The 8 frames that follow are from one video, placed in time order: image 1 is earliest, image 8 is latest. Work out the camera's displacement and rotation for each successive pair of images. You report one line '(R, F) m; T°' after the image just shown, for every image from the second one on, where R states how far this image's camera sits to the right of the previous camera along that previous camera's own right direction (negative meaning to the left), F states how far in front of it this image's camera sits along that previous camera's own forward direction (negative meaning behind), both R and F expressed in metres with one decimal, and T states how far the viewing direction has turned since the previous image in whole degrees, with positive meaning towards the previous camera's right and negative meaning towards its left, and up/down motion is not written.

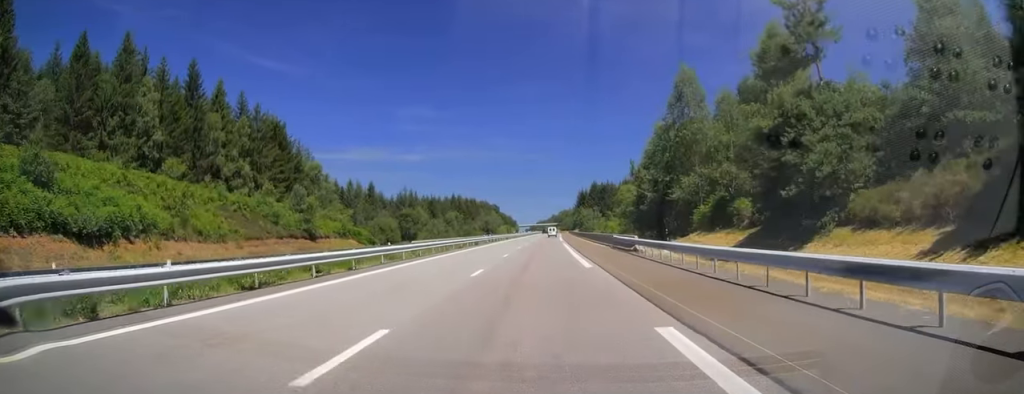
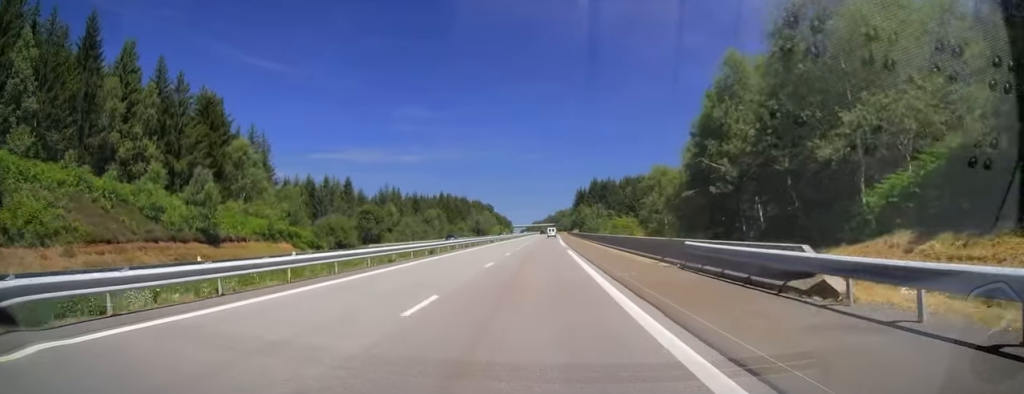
(0.0, +21.6) m; +1°
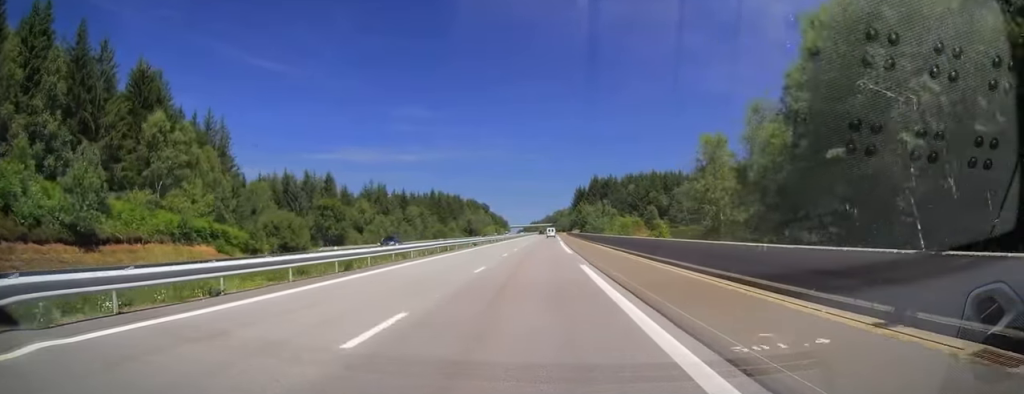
(+0.3, +15.7) m; 0°
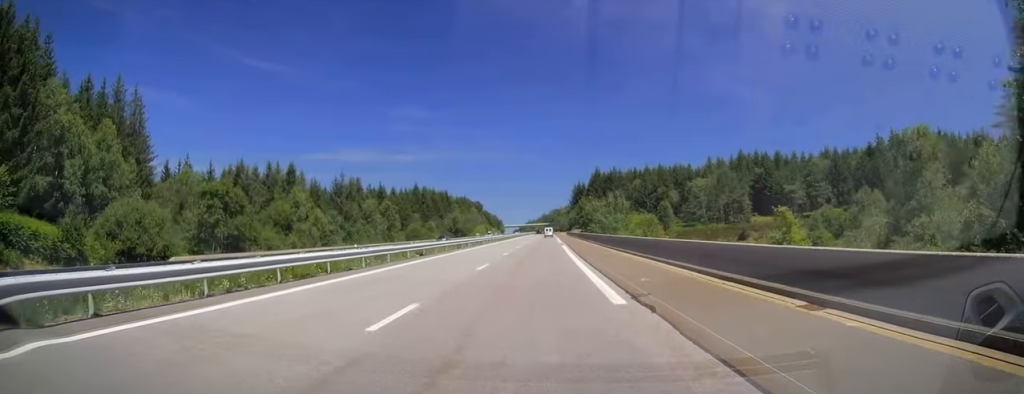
(-0.1, +24.6) m; 0°
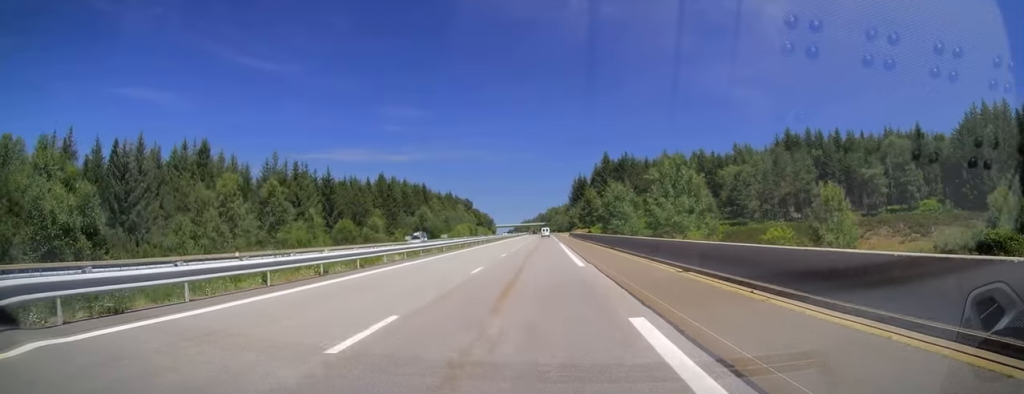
(+0.2, +40.8) m; +1°
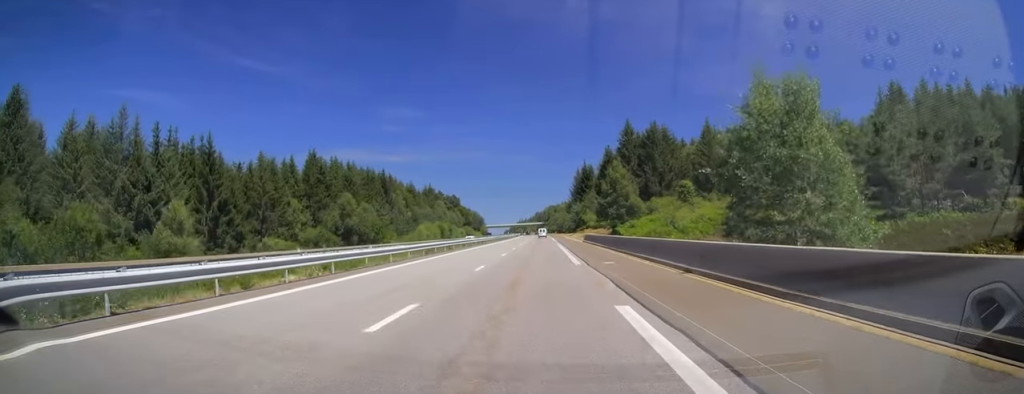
(+0.1, +50.5) m; 0°
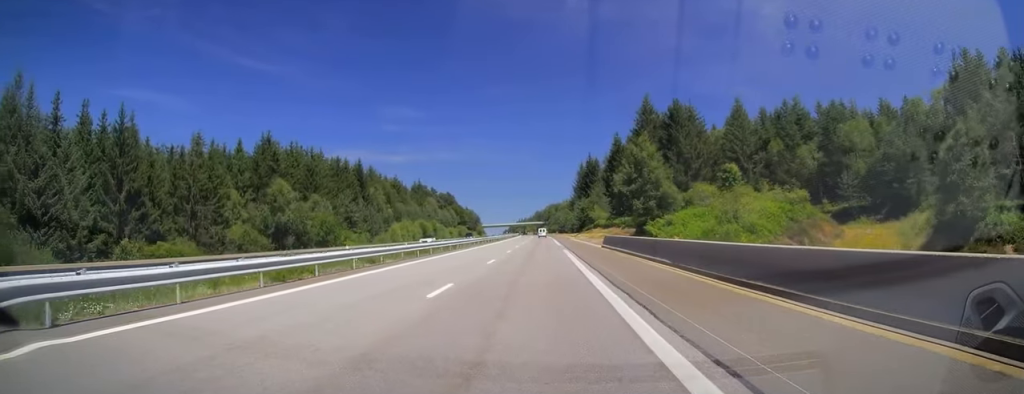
(0.0, +21.6) m; 0°
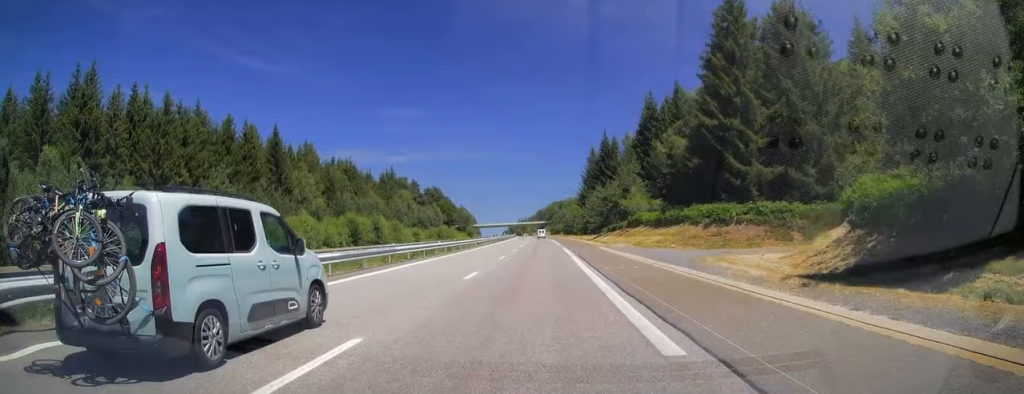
(0.0, +47.0) m; 0°
